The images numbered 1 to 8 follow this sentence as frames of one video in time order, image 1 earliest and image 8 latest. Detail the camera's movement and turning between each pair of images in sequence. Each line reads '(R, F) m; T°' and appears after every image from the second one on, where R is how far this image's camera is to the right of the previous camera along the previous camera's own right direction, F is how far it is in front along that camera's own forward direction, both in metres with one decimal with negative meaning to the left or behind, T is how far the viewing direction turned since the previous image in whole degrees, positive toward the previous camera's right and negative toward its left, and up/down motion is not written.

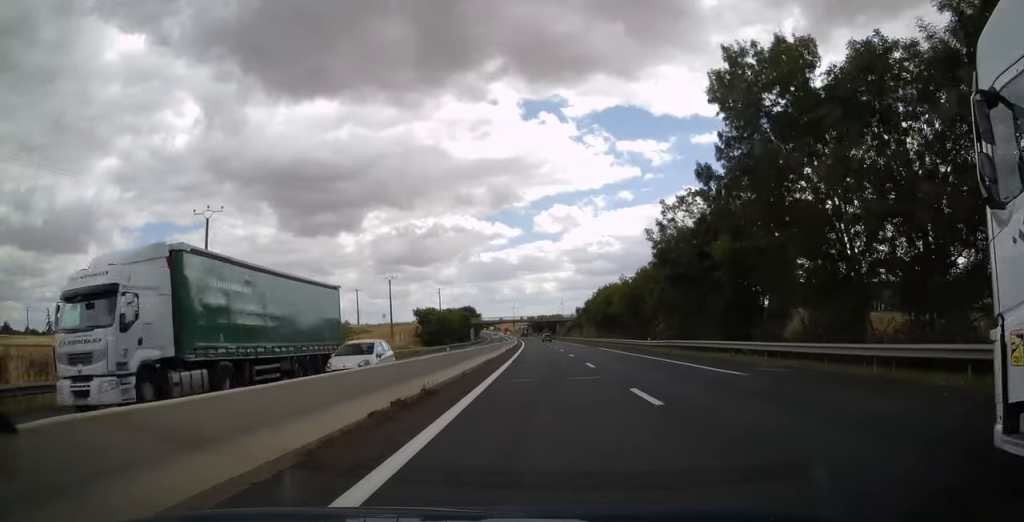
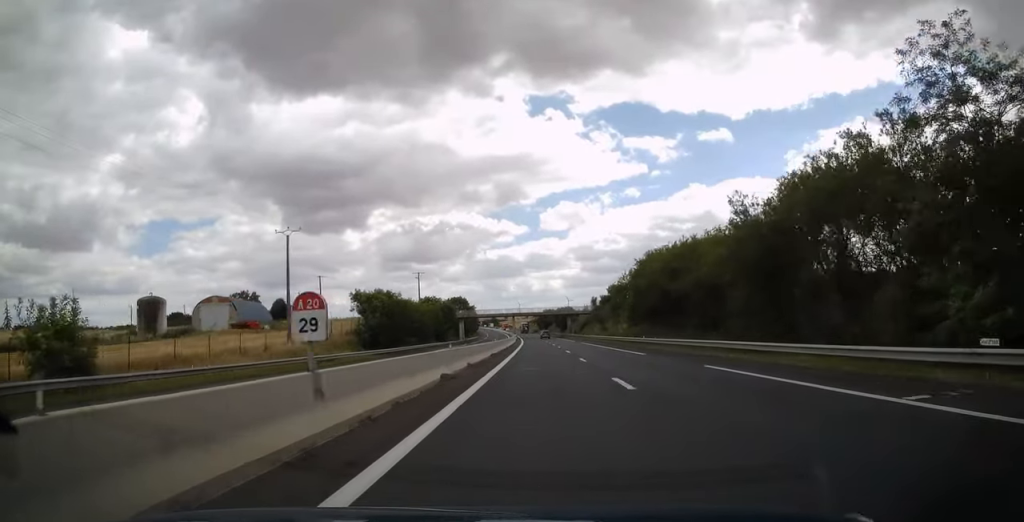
(-0.2, +36.7) m; -1°
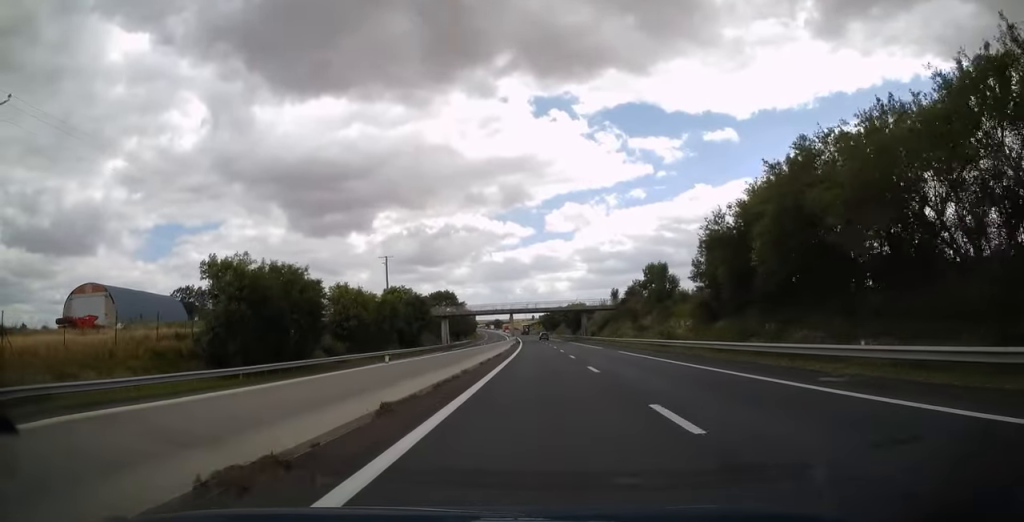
(-0.1, +32.3) m; 0°
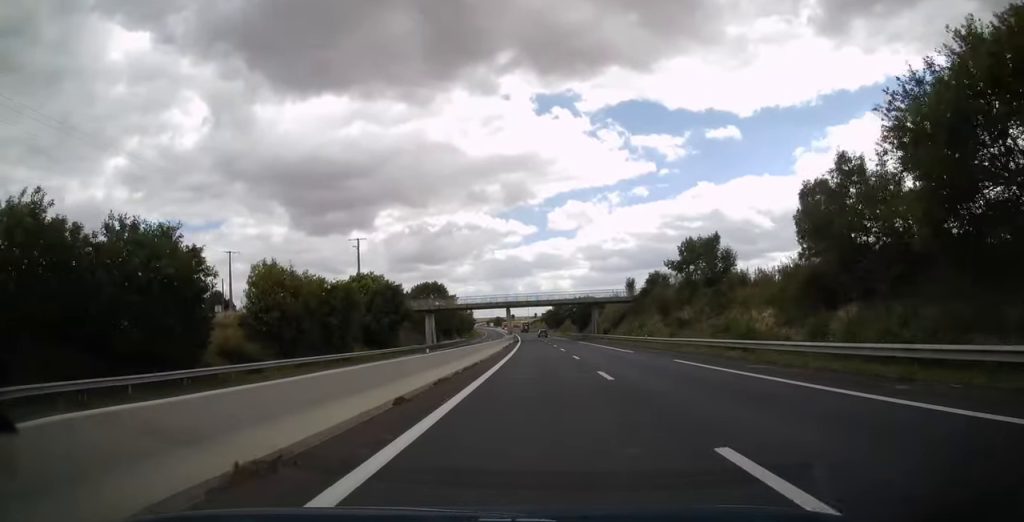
(-0.1, +17.5) m; 0°
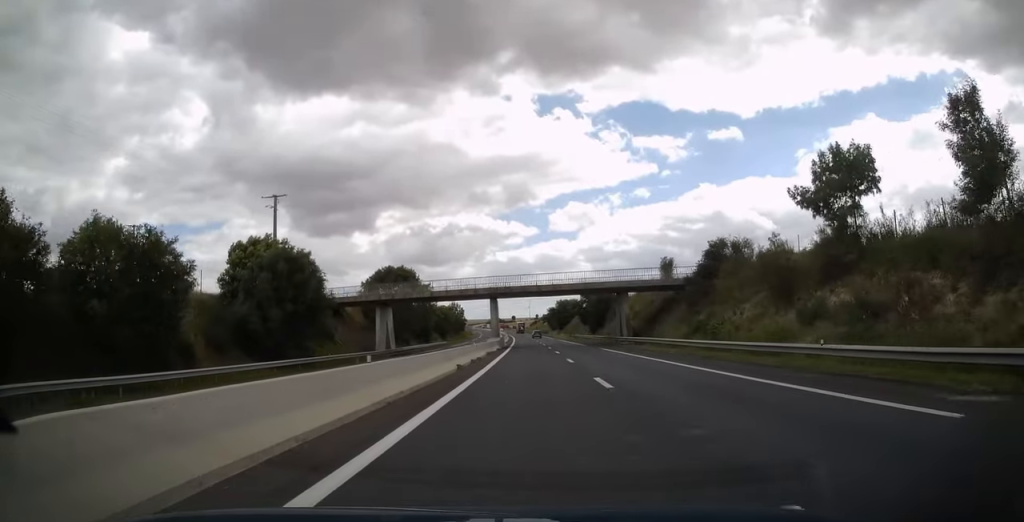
(-0.1, +28.3) m; 0°
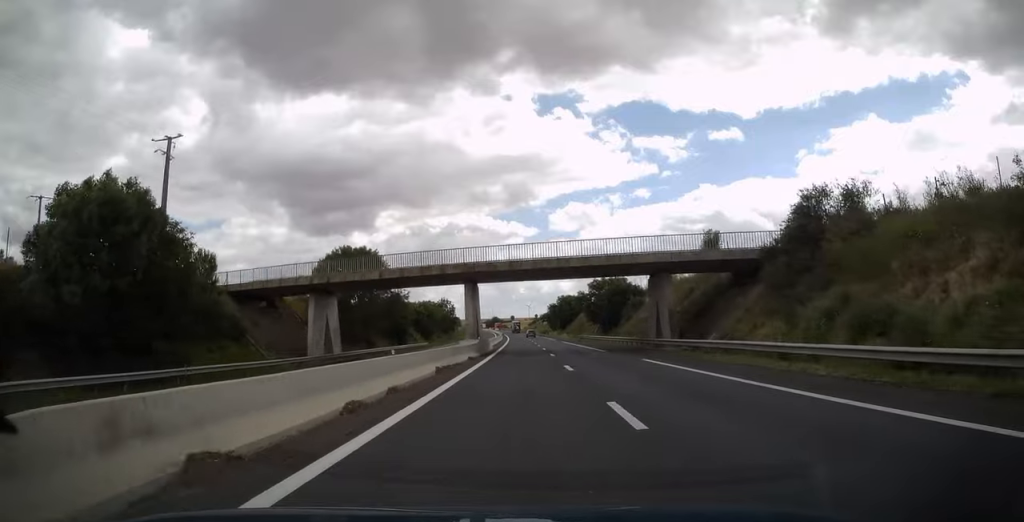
(0.0, +19.0) m; 0°
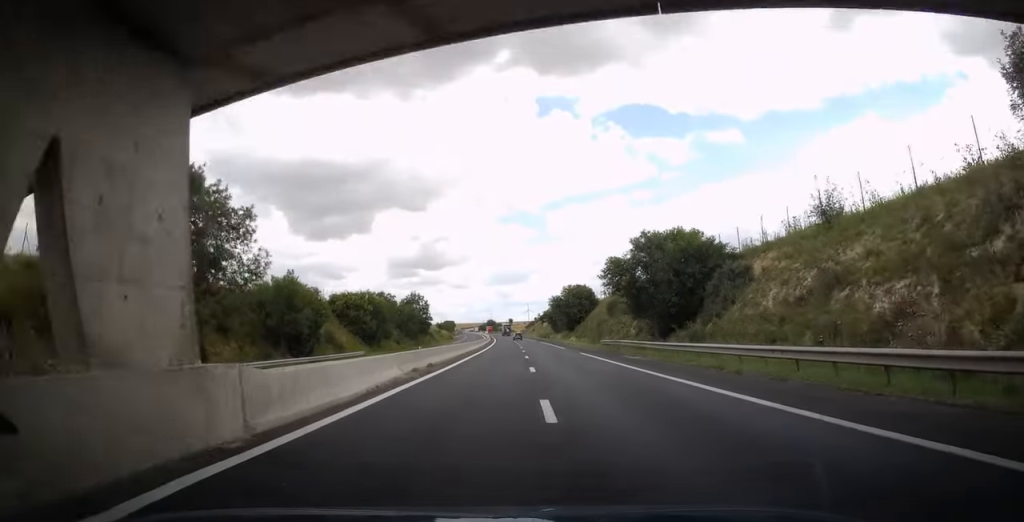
(0.0, +38.4) m; 0°
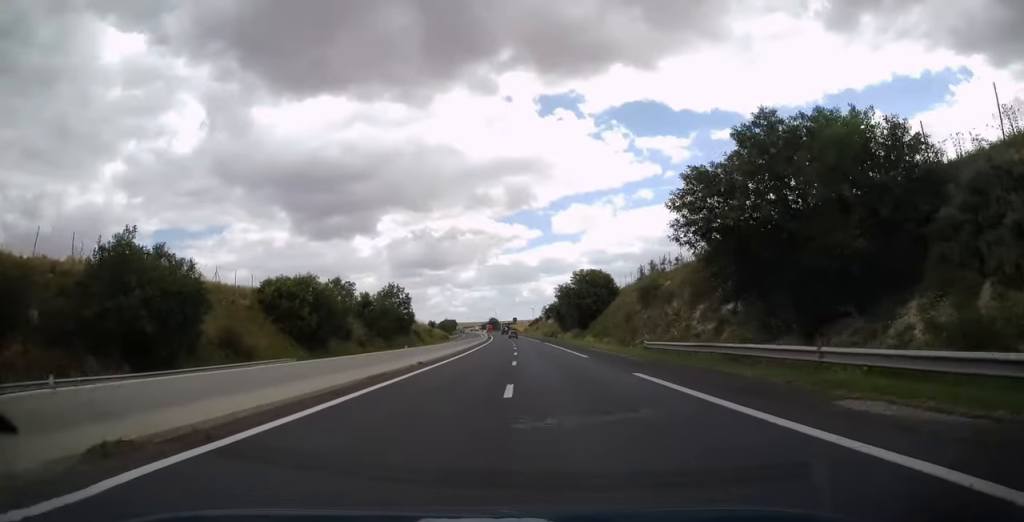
(-0.1, +22.7) m; 0°
